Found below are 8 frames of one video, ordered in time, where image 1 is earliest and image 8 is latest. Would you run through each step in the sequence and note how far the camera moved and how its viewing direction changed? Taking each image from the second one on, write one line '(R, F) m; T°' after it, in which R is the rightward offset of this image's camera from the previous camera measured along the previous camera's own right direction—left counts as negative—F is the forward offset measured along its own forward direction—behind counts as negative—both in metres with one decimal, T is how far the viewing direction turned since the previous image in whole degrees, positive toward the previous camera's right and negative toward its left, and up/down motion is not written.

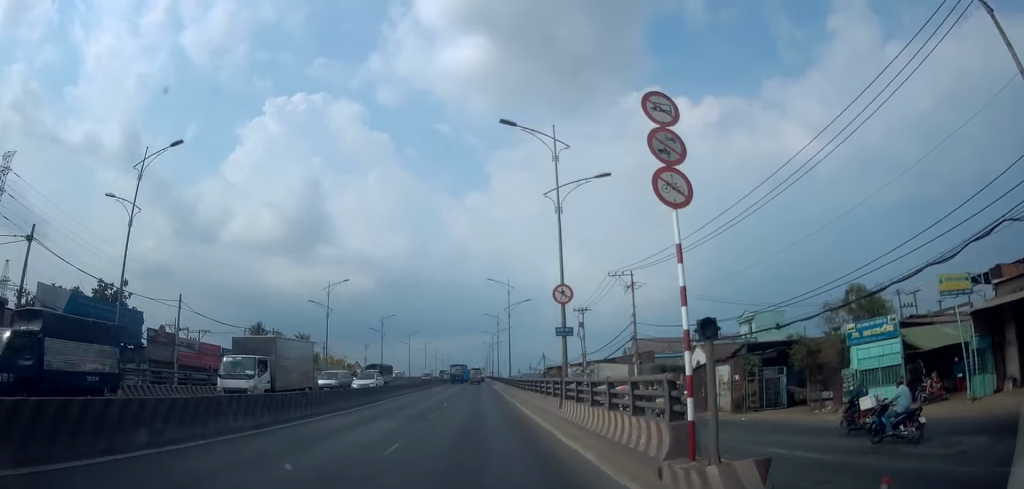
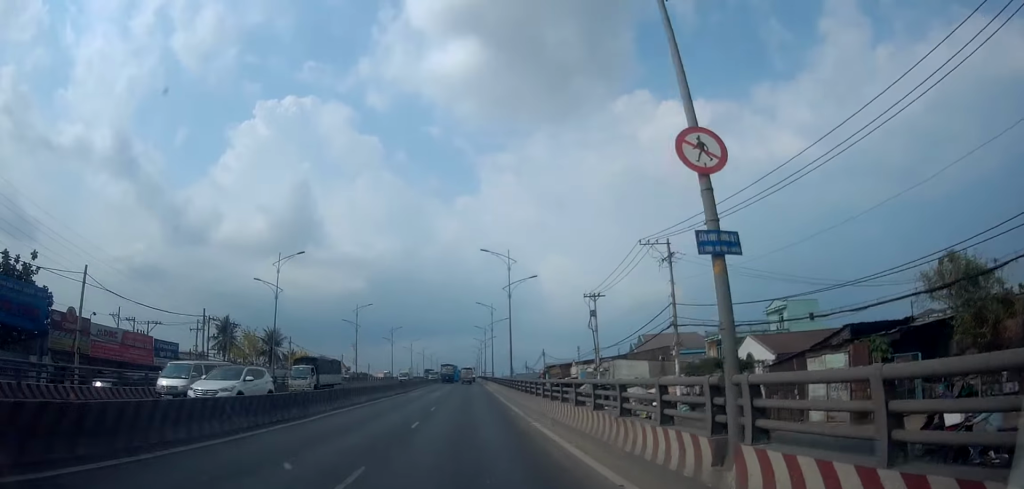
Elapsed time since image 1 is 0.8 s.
(+0.2, +11.0) m; 0°
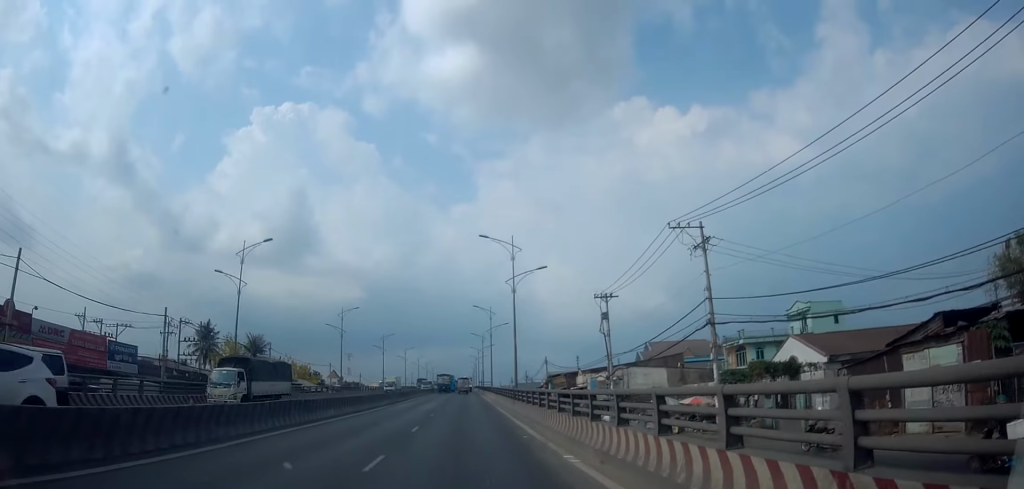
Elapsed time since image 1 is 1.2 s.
(-0.4, +6.4) m; 0°
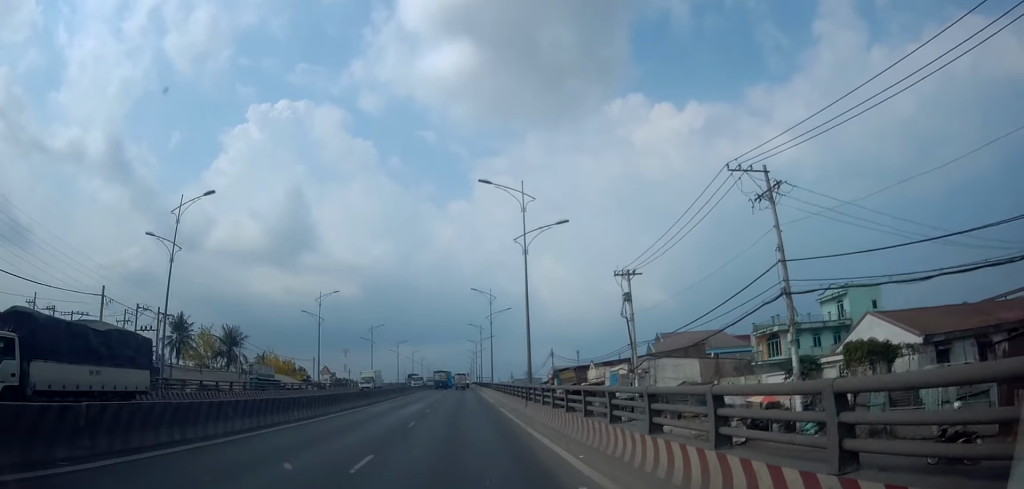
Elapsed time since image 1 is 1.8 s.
(0.0, +7.6) m; 0°
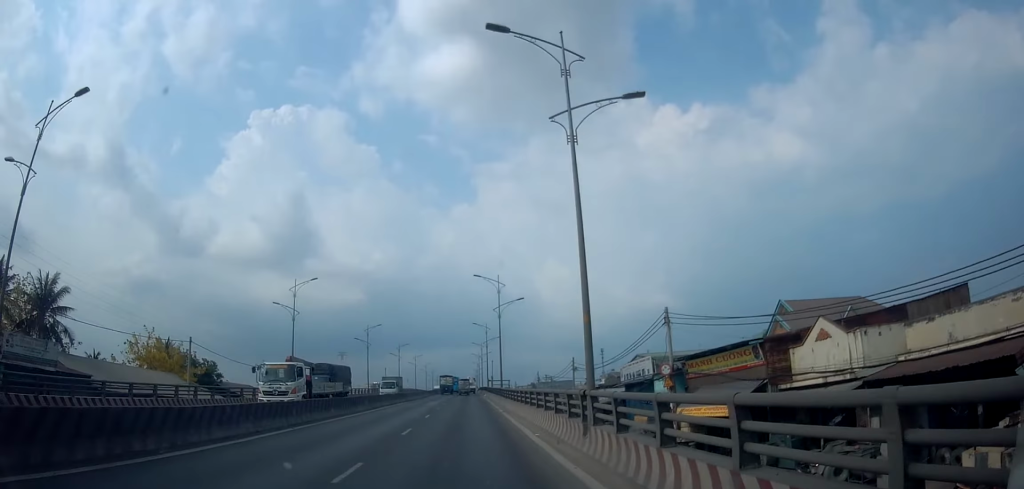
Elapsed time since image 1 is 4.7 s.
(+0.7, +39.9) m; 0°
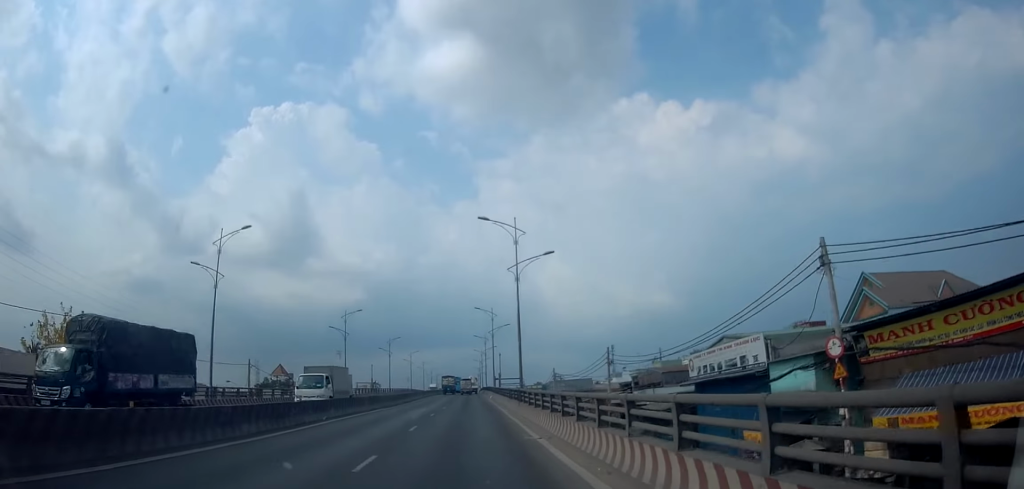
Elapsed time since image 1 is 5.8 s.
(-0.5, +14.5) m; +1°
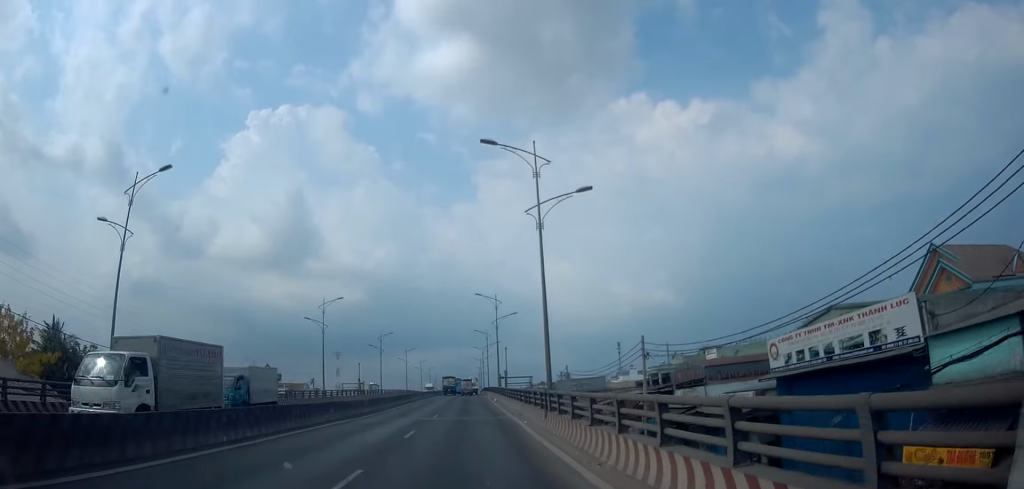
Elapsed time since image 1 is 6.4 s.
(+0.4, +9.5) m; +2°
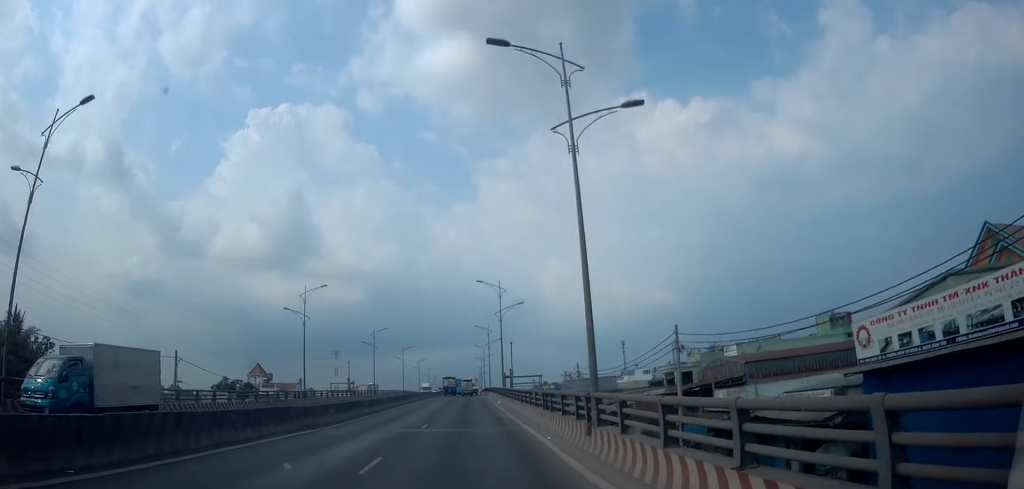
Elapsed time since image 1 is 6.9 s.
(0.0, +6.3) m; -1°
